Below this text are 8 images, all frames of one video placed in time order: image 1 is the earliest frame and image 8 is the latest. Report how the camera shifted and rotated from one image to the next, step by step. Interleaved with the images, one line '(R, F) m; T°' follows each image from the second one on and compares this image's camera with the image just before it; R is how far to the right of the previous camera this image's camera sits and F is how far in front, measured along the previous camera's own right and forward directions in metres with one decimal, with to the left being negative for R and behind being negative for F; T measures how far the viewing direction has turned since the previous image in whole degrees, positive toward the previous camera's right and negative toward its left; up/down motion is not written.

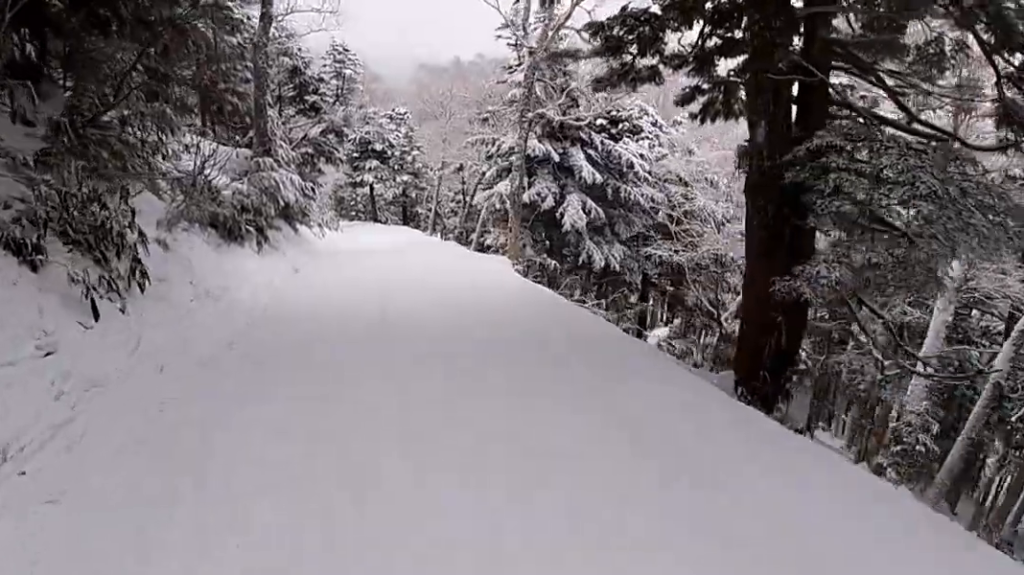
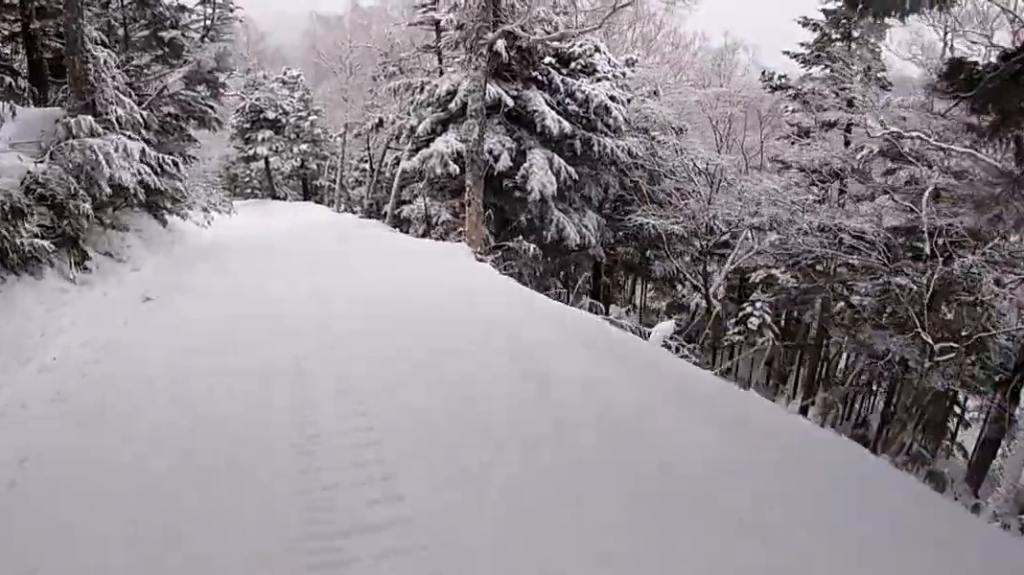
(+1.0, +6.2) m; 0°
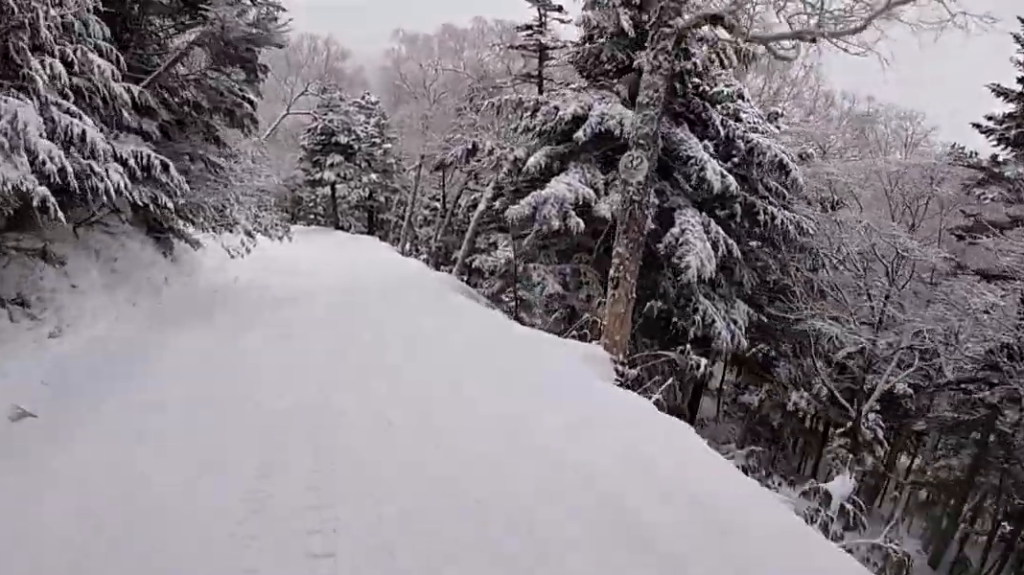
(-0.7, +5.2) m; -4°
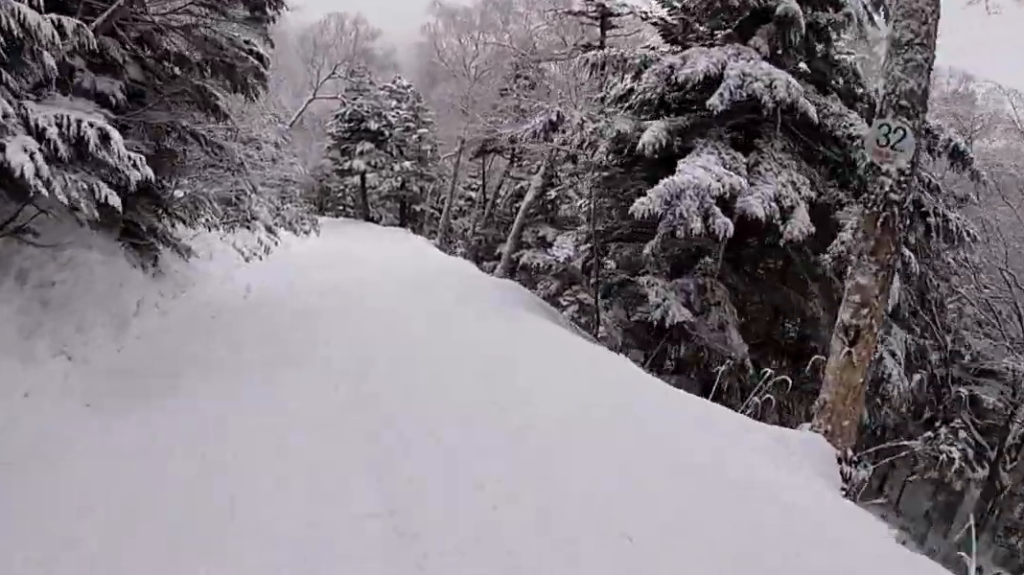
(-0.1, +3.8) m; -1°
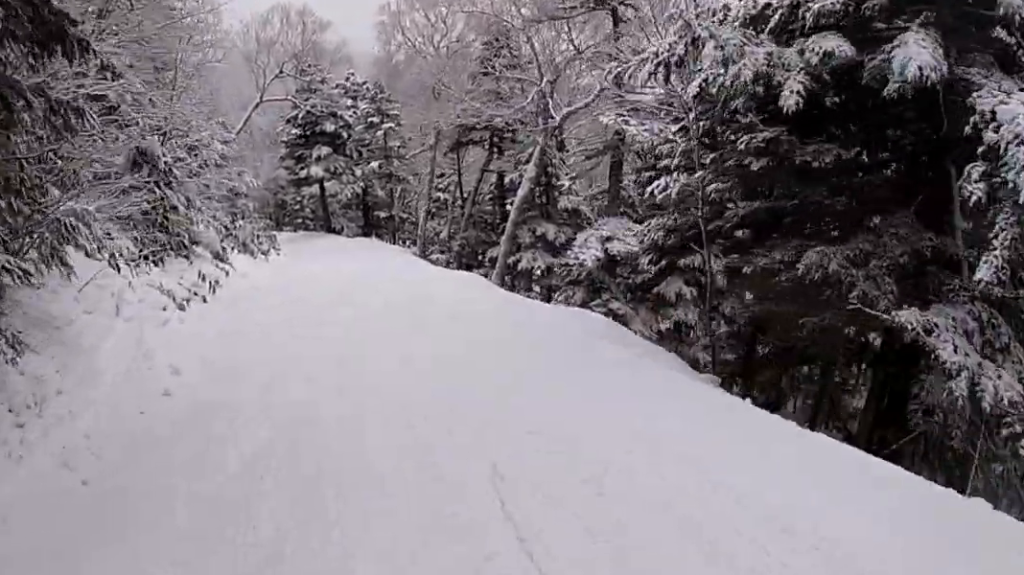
(+0.2, +5.6) m; +1°
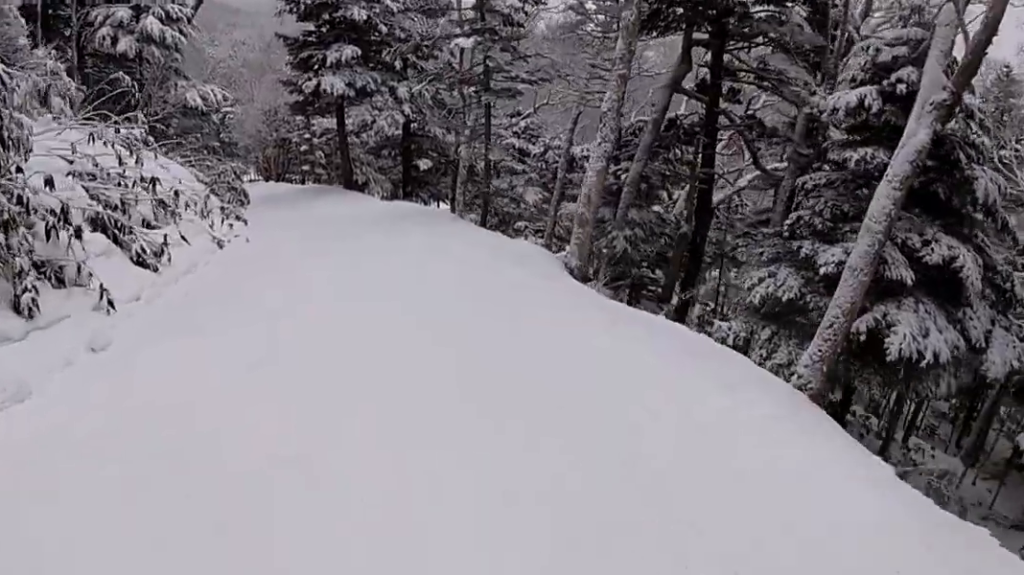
(+2.0, +20.4) m; -4°
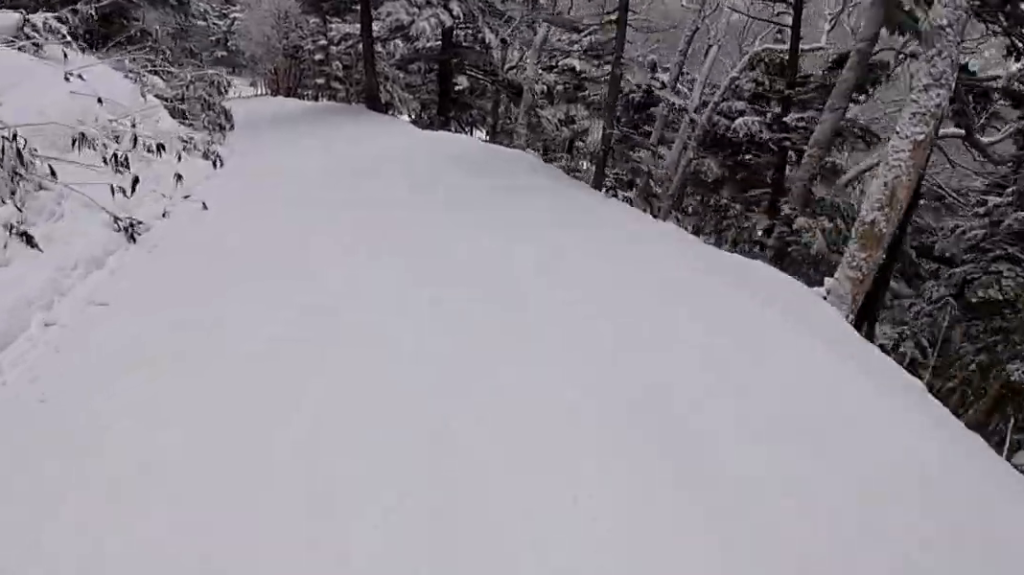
(-0.9, +7.3) m; -5°
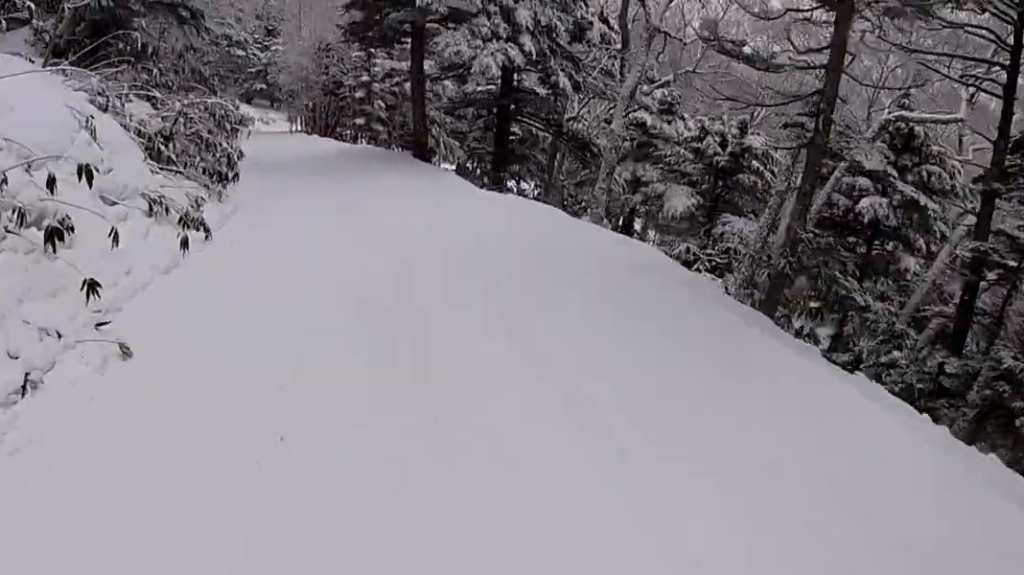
(-0.5, +4.6) m; +2°
